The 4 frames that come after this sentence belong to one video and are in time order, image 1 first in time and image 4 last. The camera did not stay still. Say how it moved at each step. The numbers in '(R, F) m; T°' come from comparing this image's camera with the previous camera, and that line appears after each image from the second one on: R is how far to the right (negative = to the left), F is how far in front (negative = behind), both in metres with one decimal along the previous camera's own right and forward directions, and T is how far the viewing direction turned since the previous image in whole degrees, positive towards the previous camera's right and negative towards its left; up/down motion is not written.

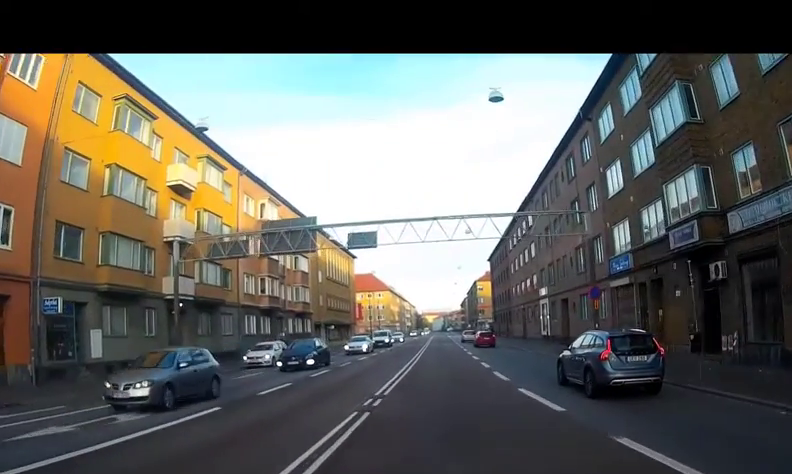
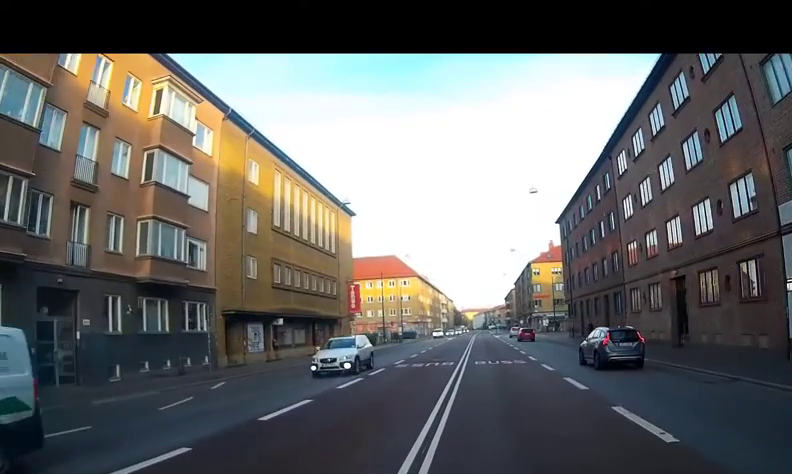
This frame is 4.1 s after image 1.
(-0.1, +31.0) m; +2°
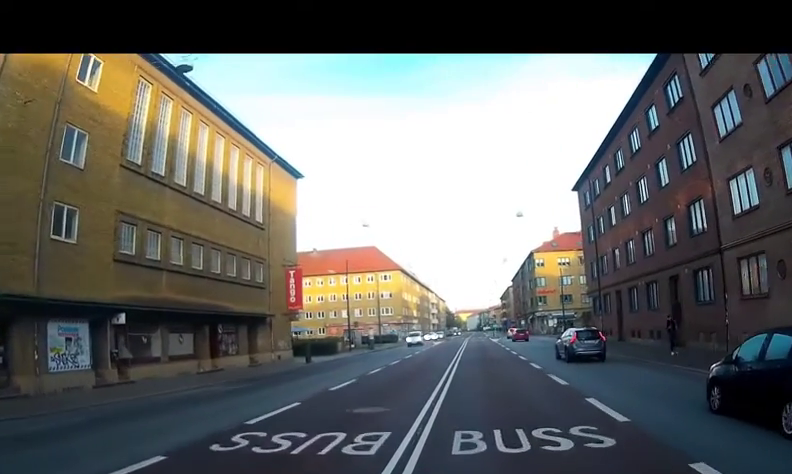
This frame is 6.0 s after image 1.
(+0.6, +16.5) m; +3°
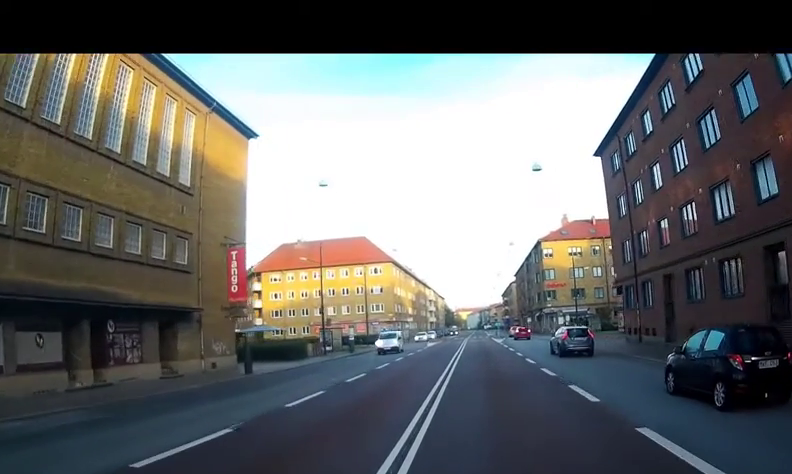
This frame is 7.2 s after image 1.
(+0.1, +9.8) m; 0°
